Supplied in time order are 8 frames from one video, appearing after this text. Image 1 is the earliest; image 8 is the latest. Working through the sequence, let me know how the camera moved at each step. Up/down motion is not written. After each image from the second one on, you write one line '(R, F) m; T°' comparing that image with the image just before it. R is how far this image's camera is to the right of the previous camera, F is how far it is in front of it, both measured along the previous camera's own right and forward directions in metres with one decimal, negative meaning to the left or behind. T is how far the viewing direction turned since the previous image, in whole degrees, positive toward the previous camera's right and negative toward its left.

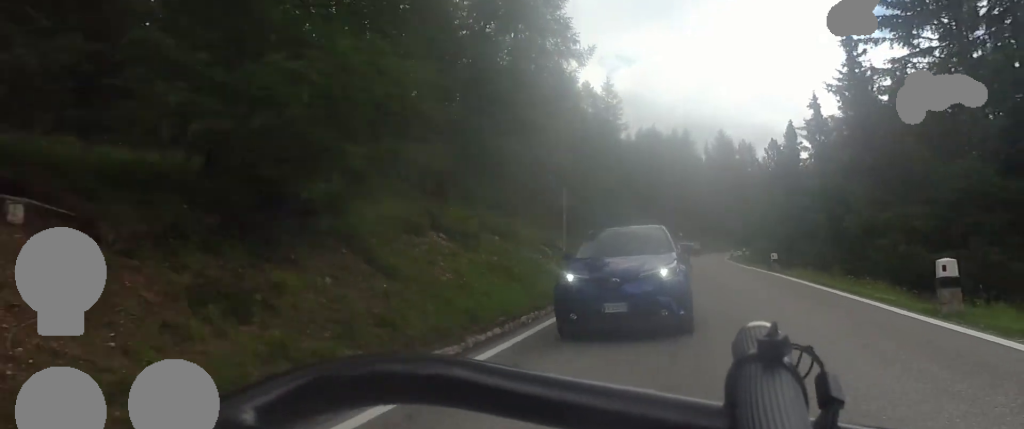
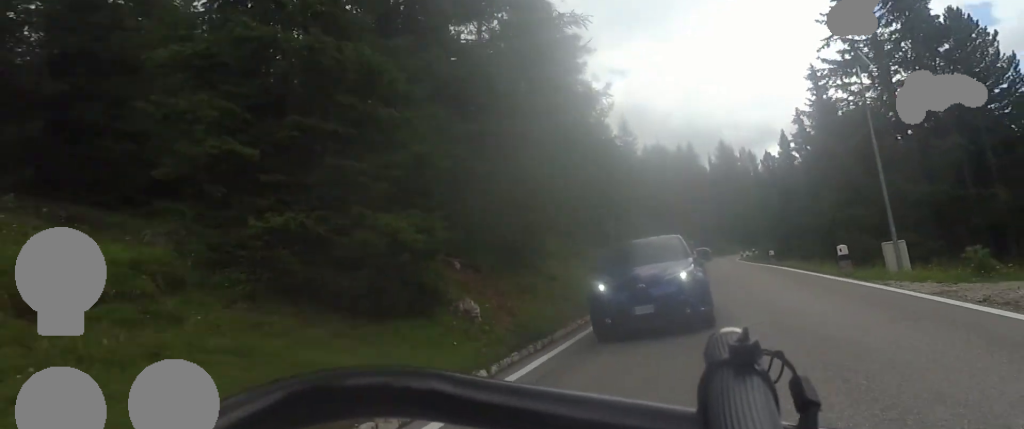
(+0.1, +9.2) m; -3°
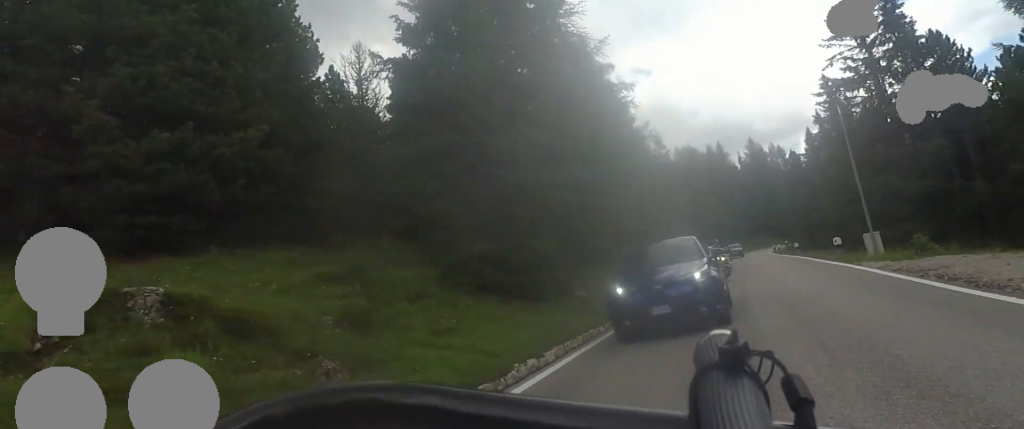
(-0.3, +6.9) m; -3°
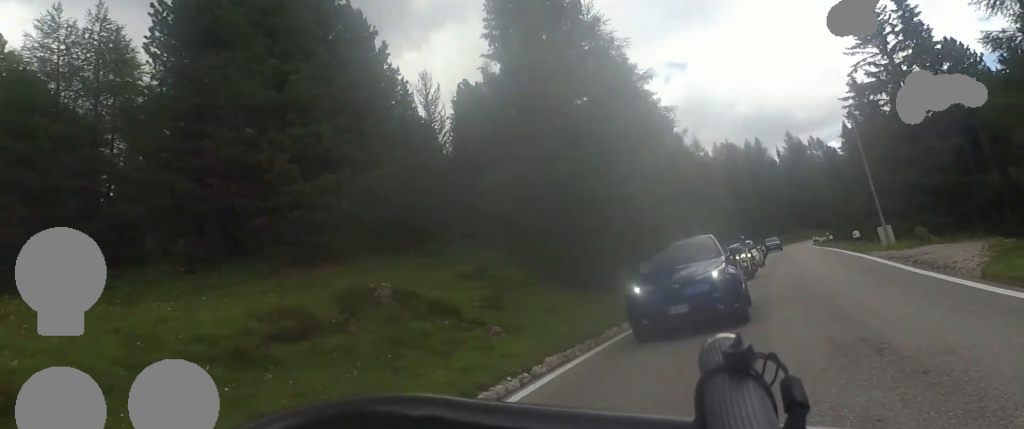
(-0.1, +5.1) m; -3°
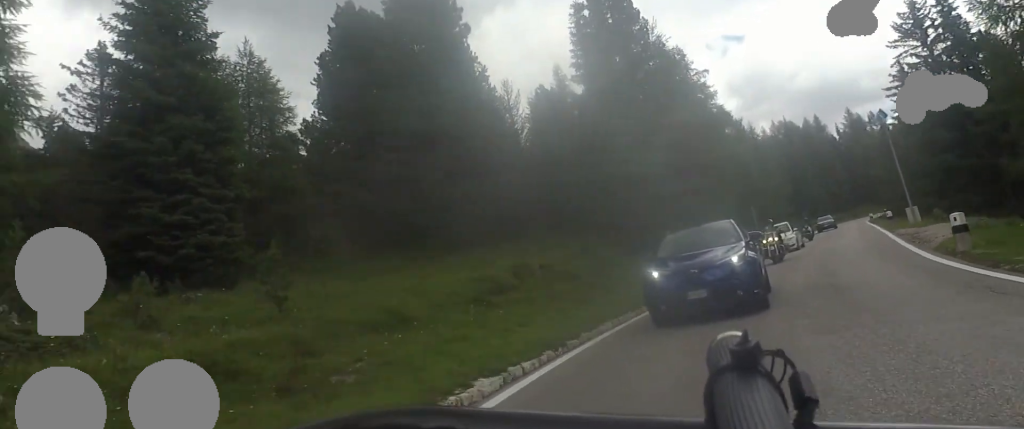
(-0.3, +6.9) m; -6°
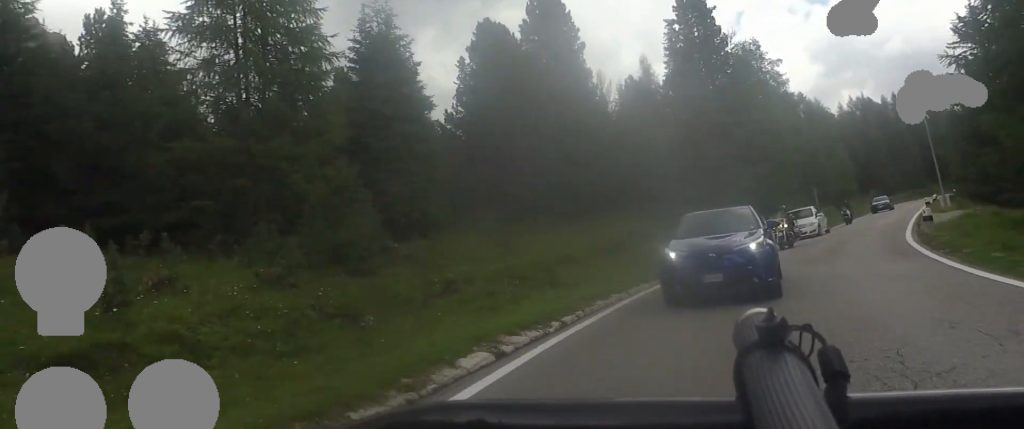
(-0.4, +9.2) m; -8°
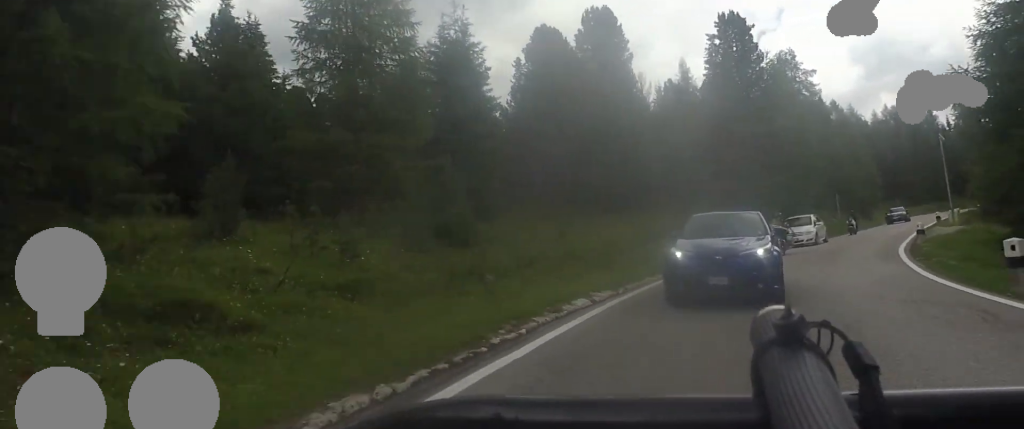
(-0.7, +4.5) m; -2°
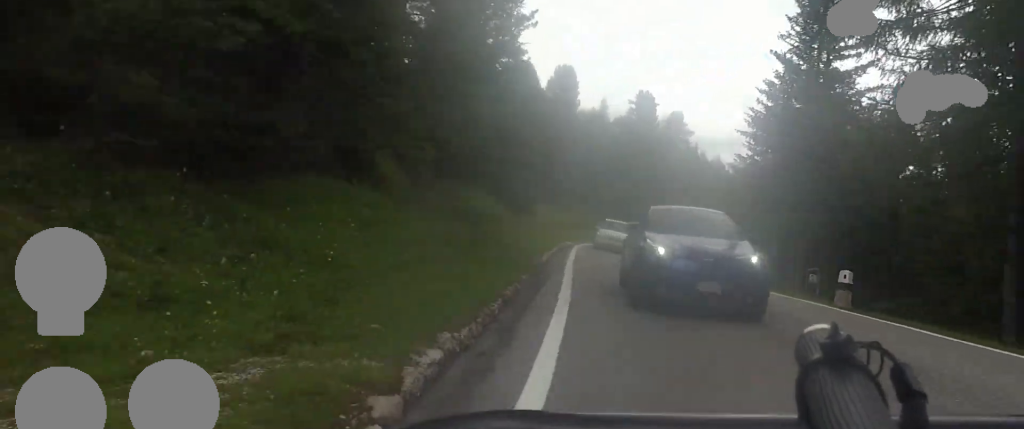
(+3.4, +20.5) m; +19°
